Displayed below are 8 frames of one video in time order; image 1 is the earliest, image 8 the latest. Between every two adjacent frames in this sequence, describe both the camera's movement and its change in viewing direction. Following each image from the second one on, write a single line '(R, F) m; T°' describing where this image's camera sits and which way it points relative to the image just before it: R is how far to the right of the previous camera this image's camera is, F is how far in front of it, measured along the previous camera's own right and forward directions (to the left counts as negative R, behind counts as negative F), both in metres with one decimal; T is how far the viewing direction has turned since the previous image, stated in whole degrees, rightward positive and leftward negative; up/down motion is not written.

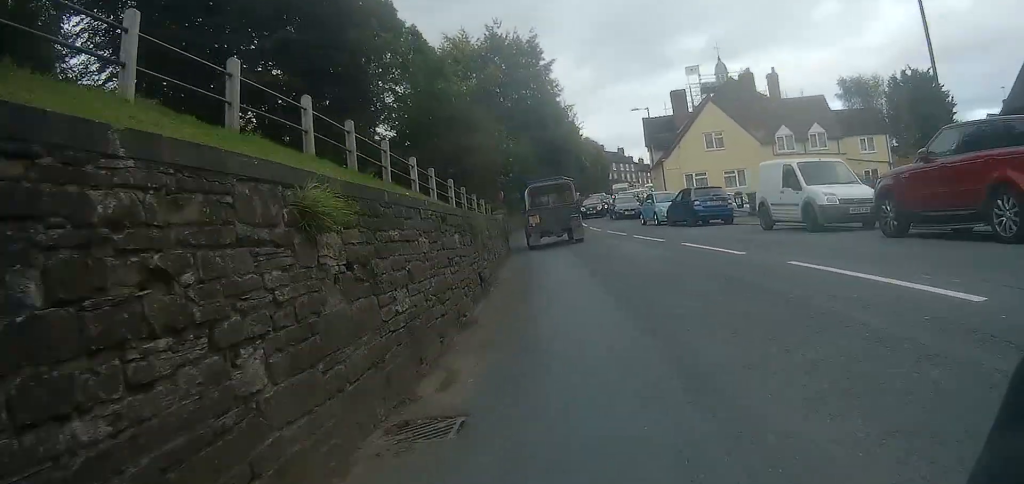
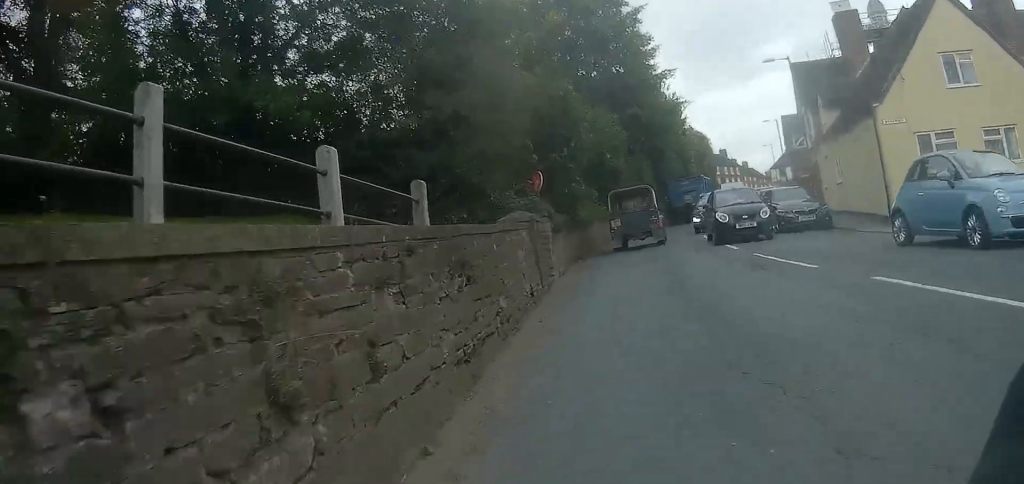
(-2.3, +18.5) m; -9°
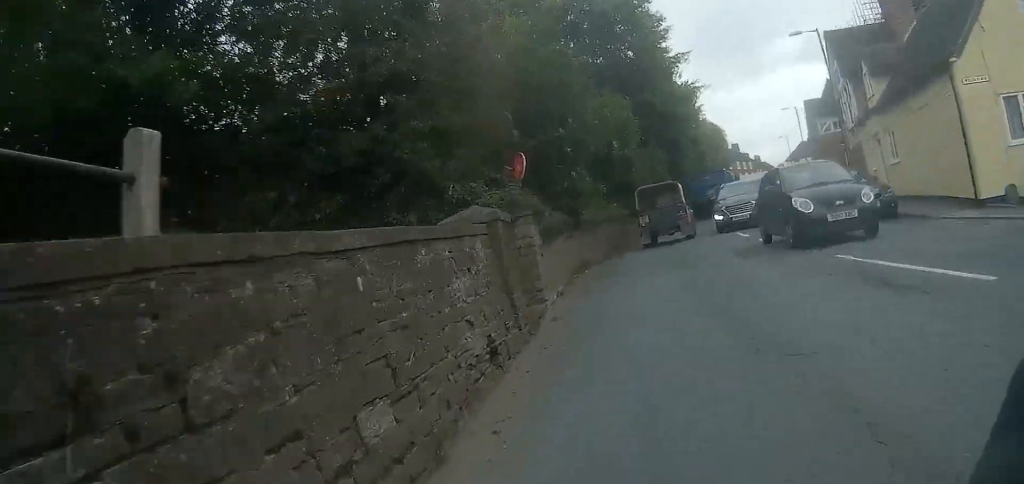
(0.0, +4.3) m; +1°
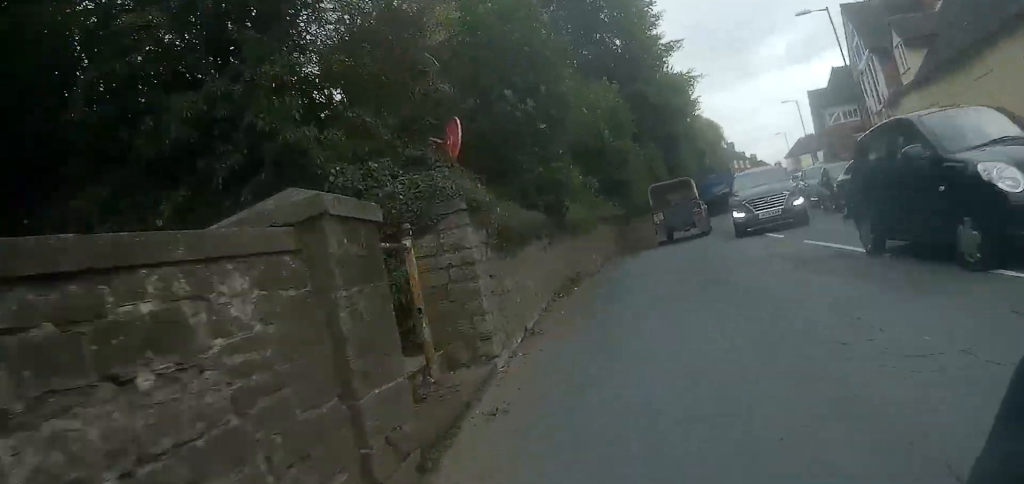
(0.0, +4.0) m; +1°
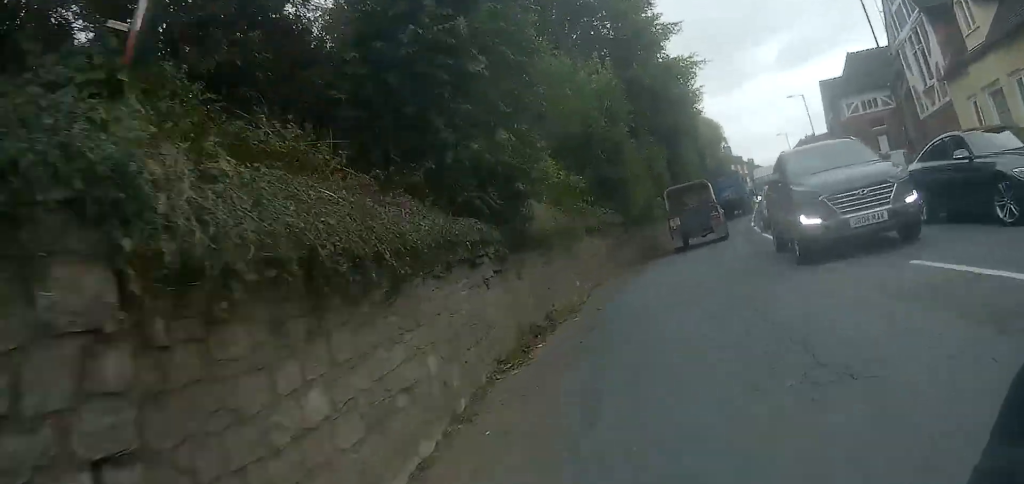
(+0.1, +4.3) m; +2°
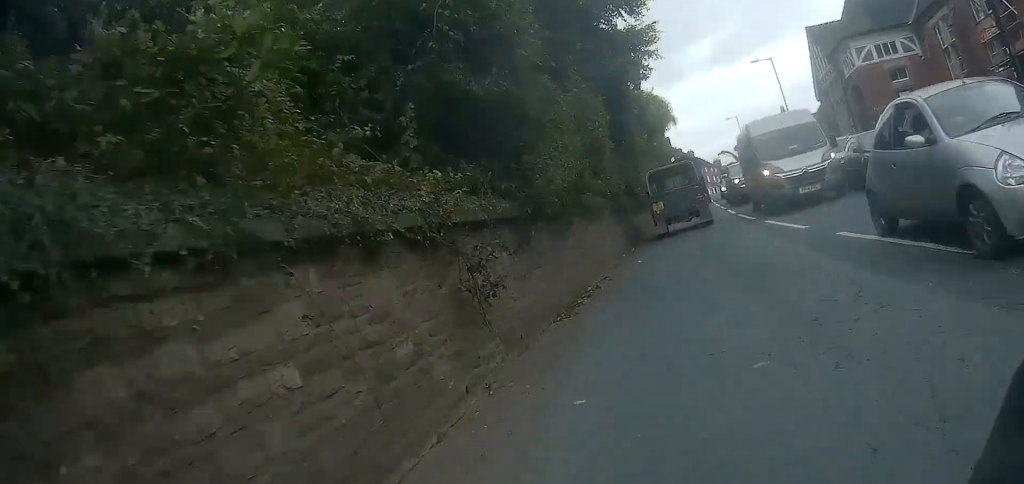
(+0.5, +10.4) m; +6°
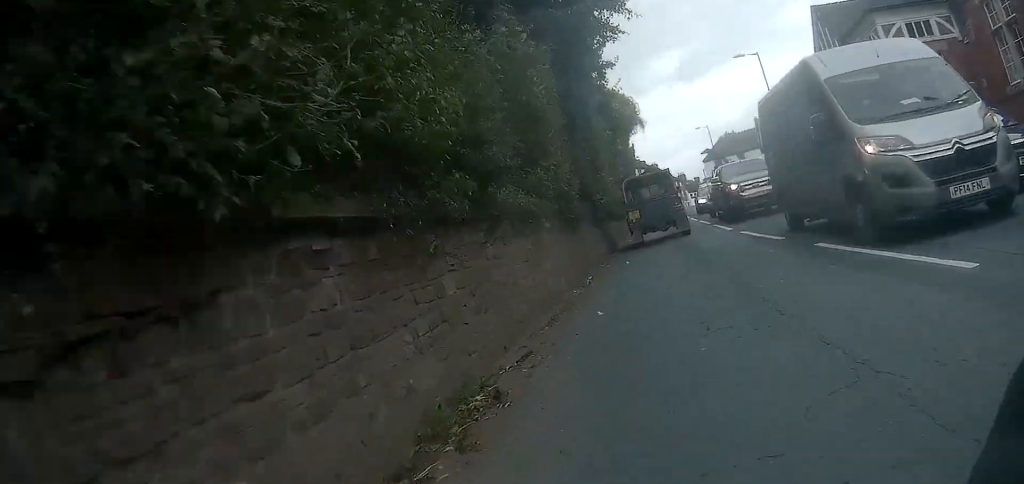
(+0.2, +6.3) m; +3°
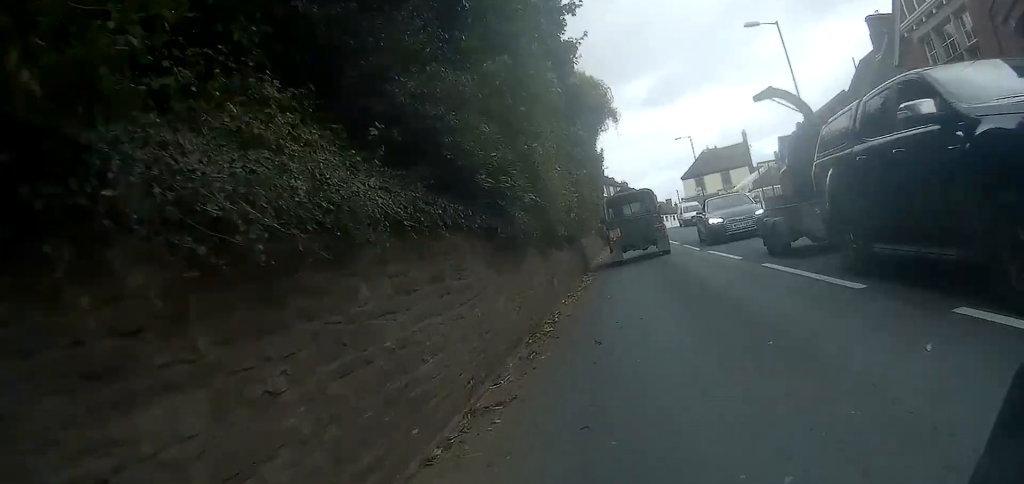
(+0.4, +10.7) m; +5°
